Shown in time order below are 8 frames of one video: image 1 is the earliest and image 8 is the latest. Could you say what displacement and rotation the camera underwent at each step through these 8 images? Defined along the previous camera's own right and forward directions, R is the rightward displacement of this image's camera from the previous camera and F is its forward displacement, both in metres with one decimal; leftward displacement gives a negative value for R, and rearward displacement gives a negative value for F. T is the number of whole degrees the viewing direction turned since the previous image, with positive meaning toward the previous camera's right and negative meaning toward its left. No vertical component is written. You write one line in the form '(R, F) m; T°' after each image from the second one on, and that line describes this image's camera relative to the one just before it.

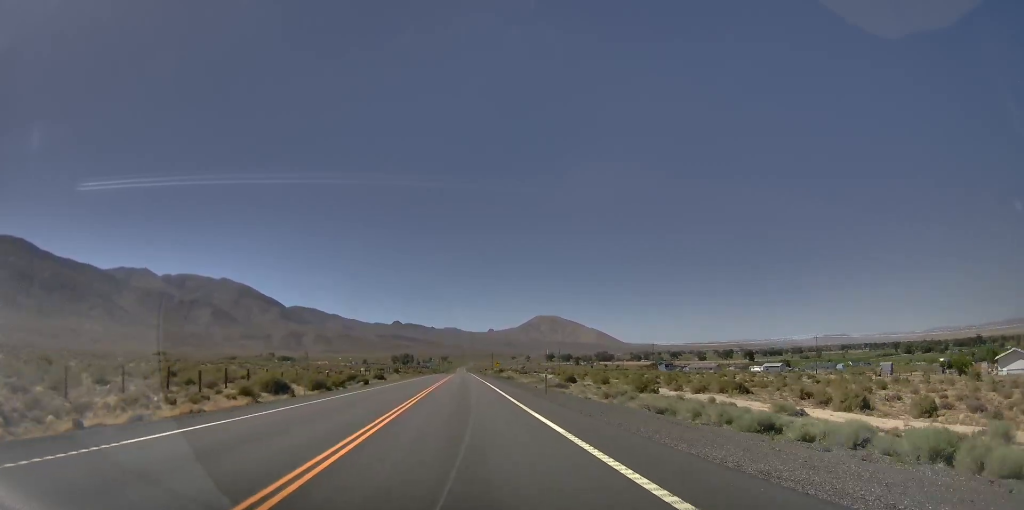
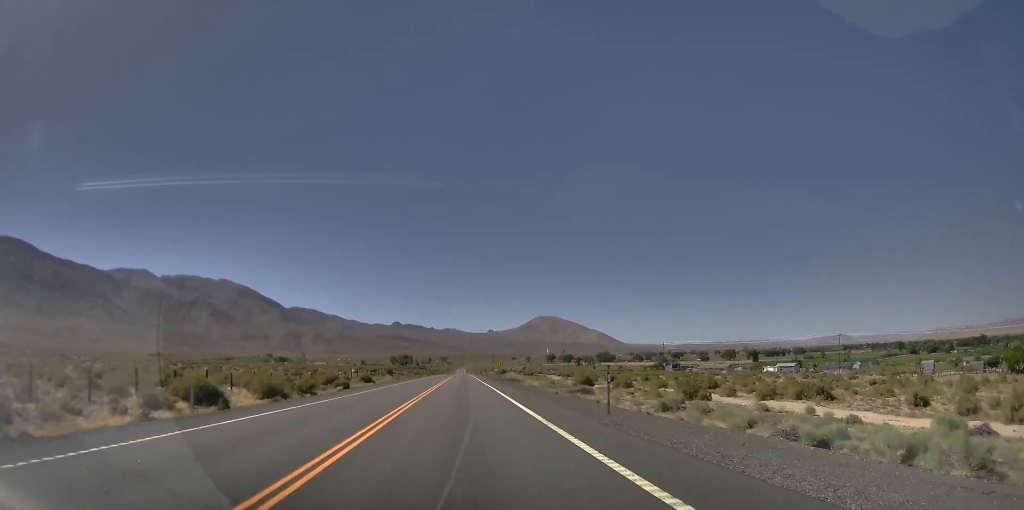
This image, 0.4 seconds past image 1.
(-0.1, +13.5) m; 0°
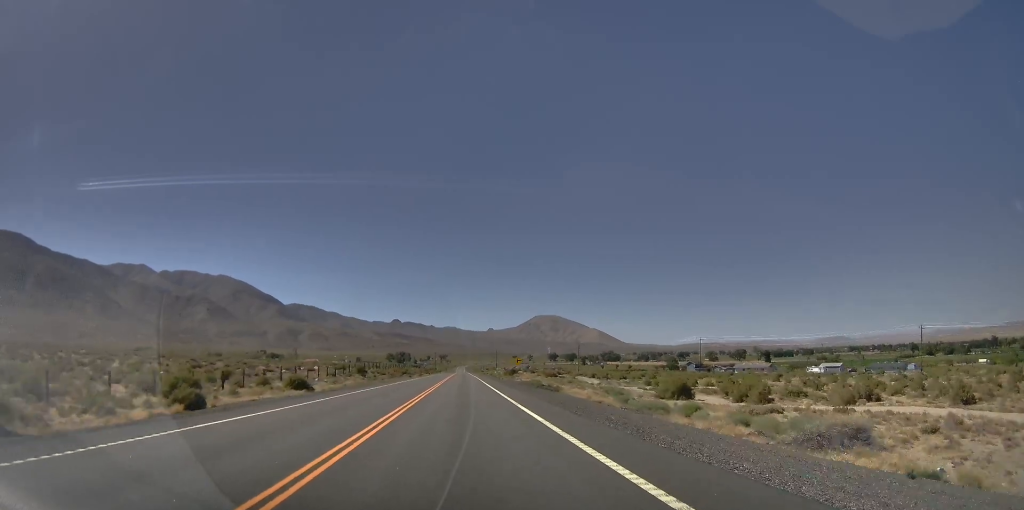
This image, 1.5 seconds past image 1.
(+0.6, +38.3) m; +2°
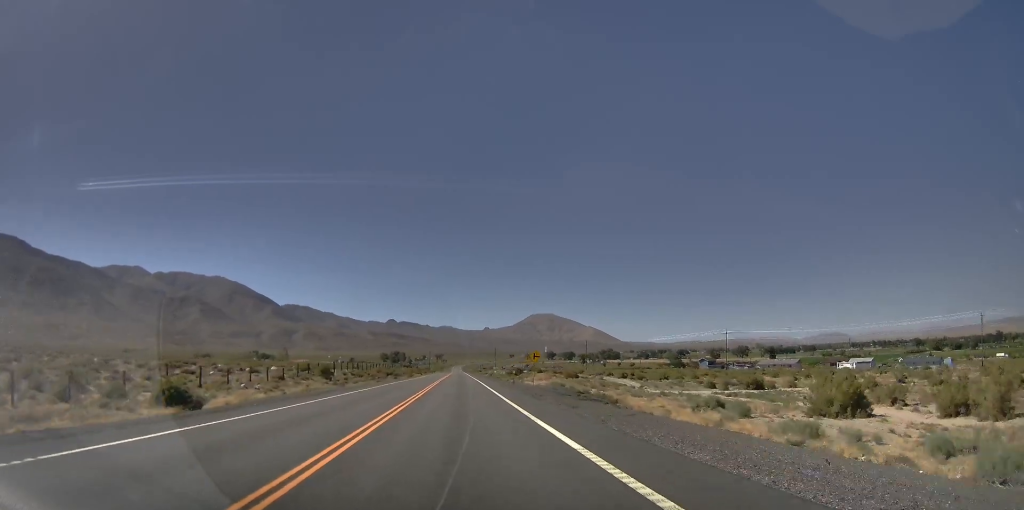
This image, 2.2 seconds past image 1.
(+0.6, +23.7) m; +1°
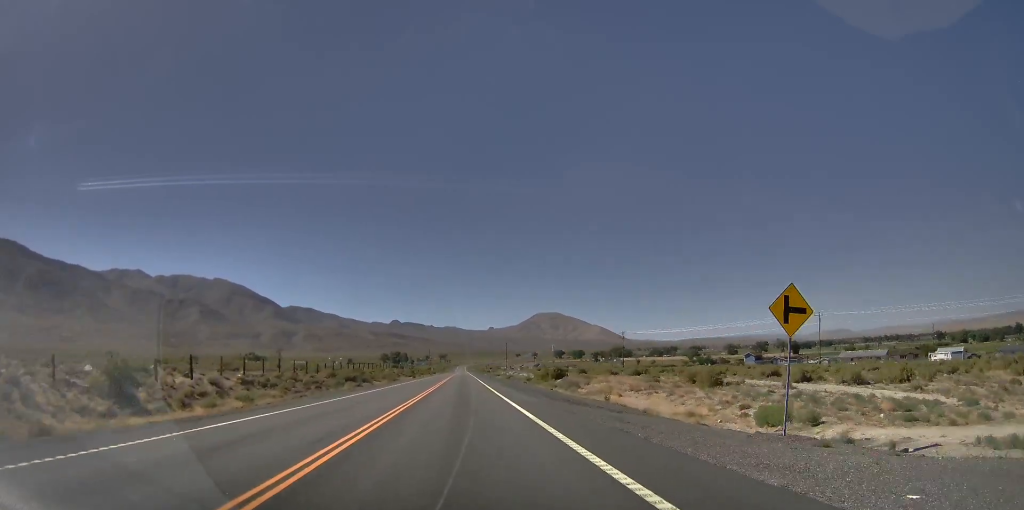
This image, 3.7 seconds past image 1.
(-0.7, +48.6) m; -1°
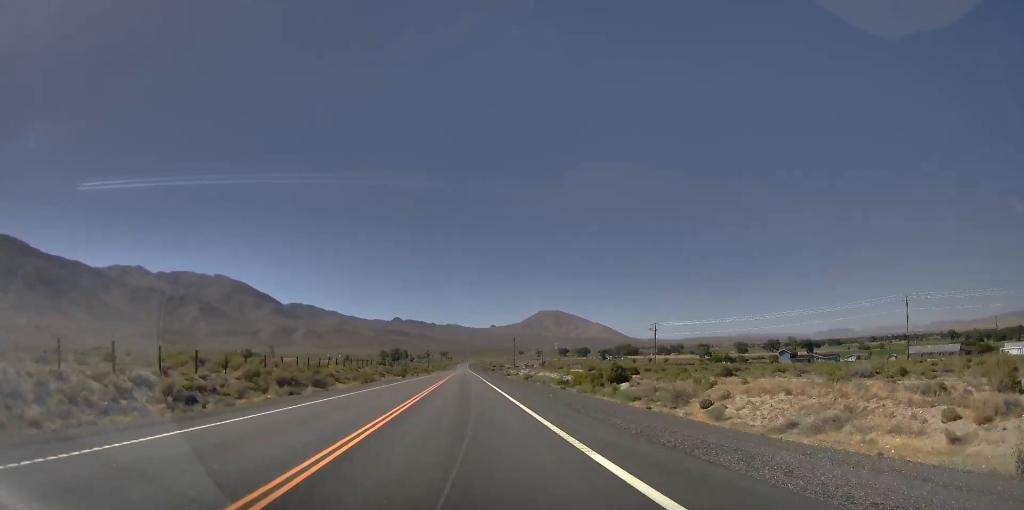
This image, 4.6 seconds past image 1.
(-0.2, +30.6) m; 0°
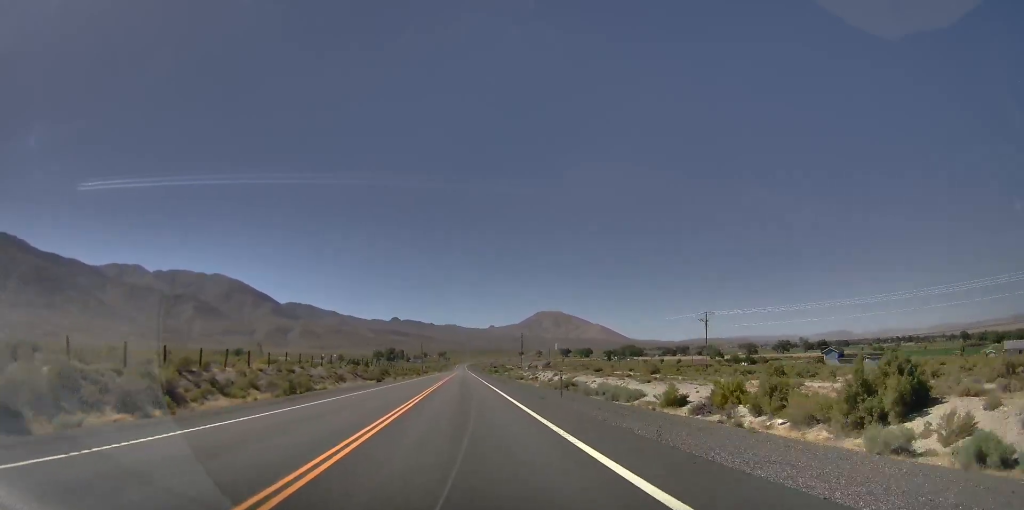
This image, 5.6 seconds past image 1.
(+0.3, +35.0) m; +2°
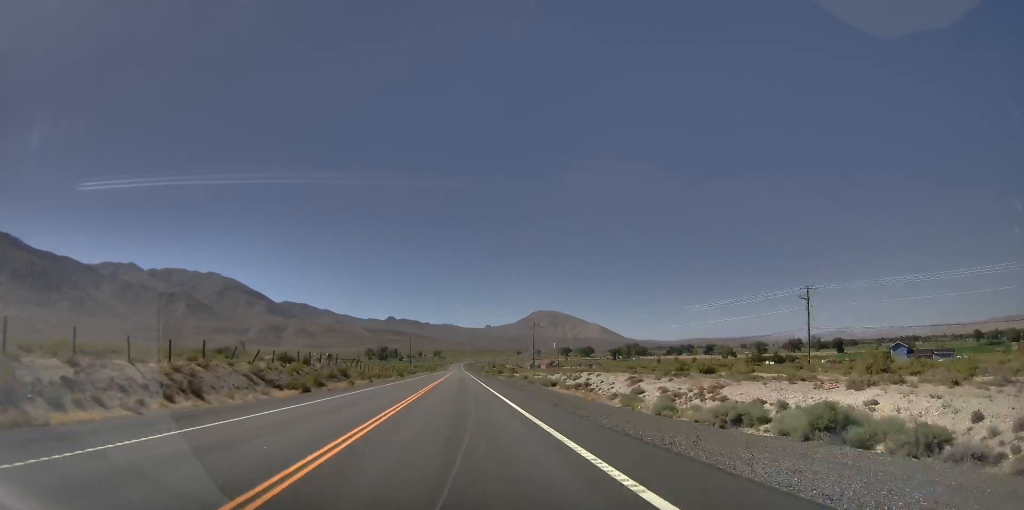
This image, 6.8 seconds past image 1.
(+0.2, +40.5) m; -1°
